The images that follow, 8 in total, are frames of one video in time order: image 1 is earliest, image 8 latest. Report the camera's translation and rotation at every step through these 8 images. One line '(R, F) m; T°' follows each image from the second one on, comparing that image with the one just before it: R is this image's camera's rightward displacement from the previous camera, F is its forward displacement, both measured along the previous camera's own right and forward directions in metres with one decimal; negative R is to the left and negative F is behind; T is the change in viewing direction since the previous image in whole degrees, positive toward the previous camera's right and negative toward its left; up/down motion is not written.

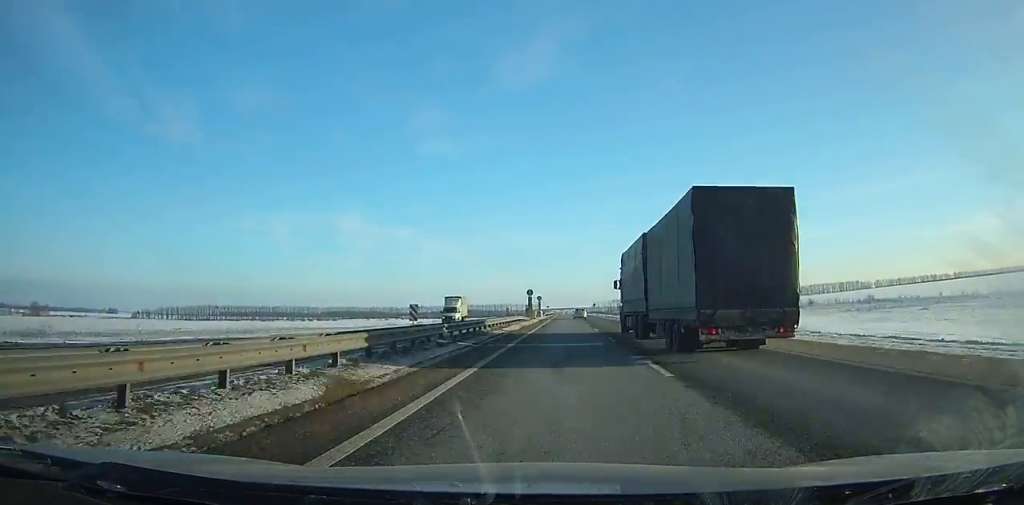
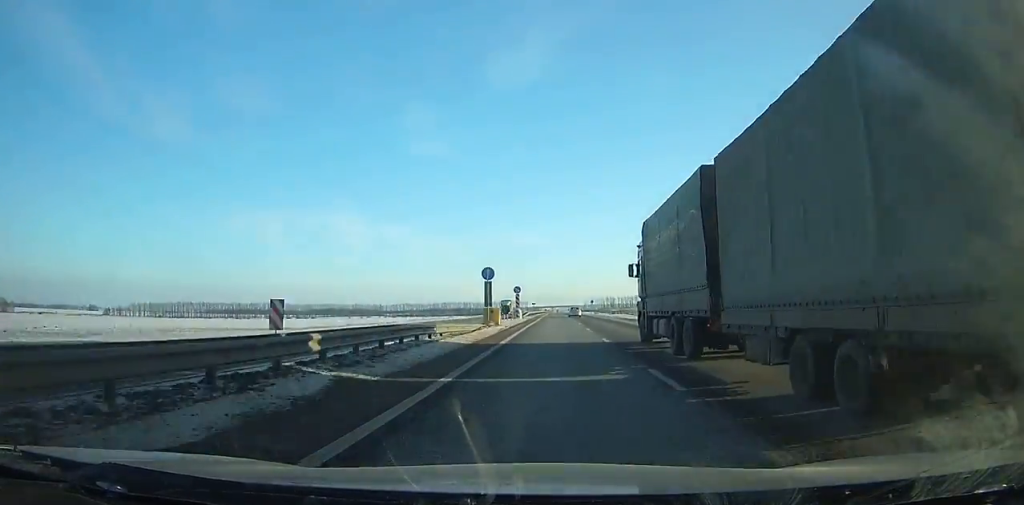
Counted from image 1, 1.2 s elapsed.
(0.0, +37.8) m; 0°
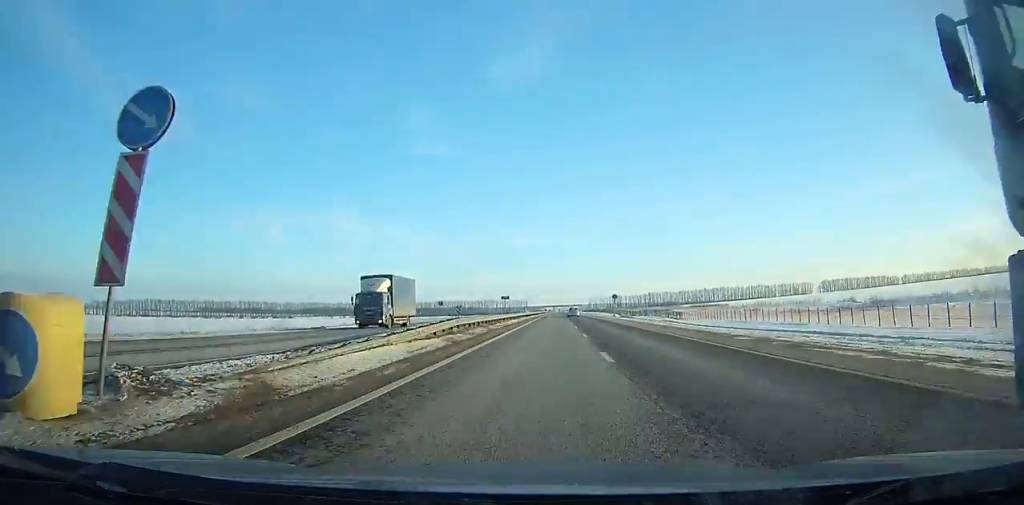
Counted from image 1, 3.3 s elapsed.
(+0.1, +66.5) m; 0°
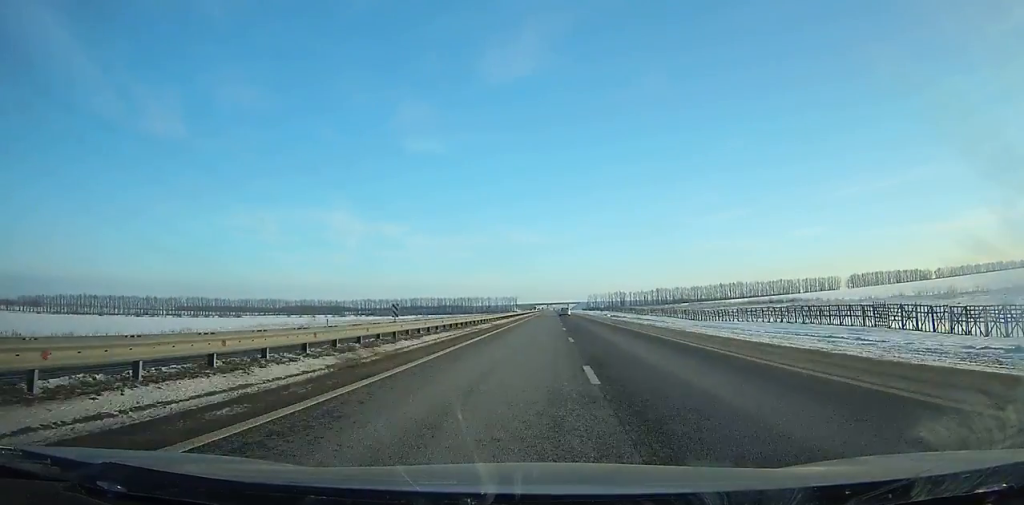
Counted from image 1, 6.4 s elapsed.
(+0.3, +99.5) m; 0°
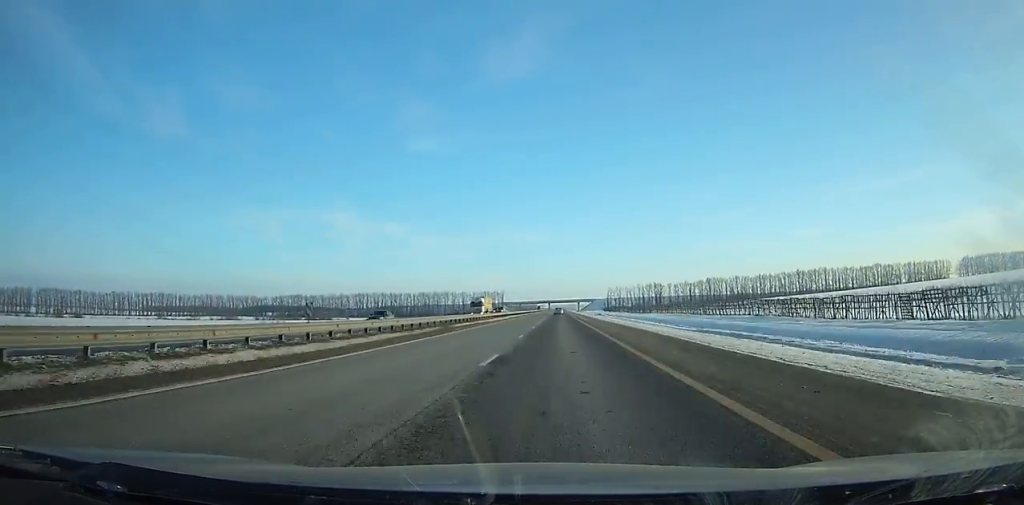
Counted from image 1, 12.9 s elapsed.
(0.0, +212.3) m; 0°
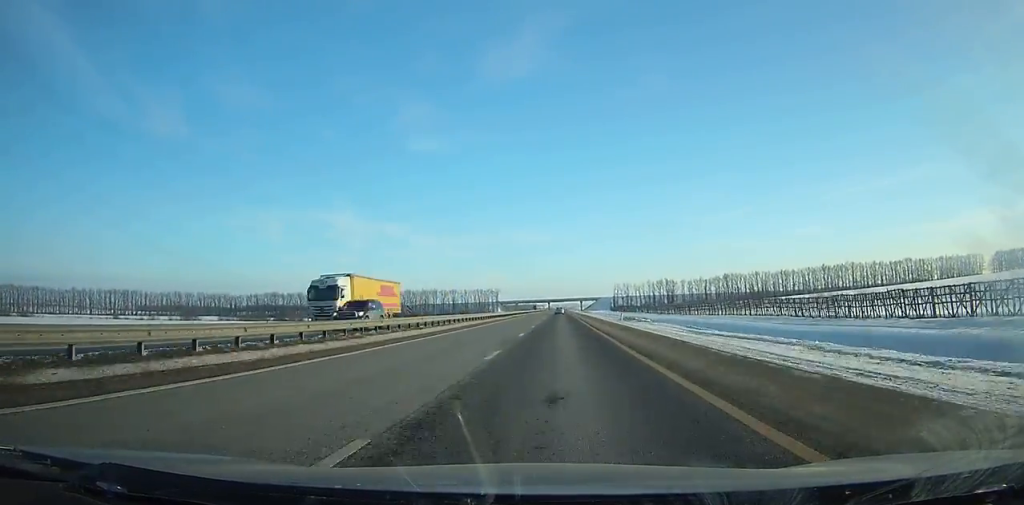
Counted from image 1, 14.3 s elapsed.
(-0.1, +46.2) m; 0°
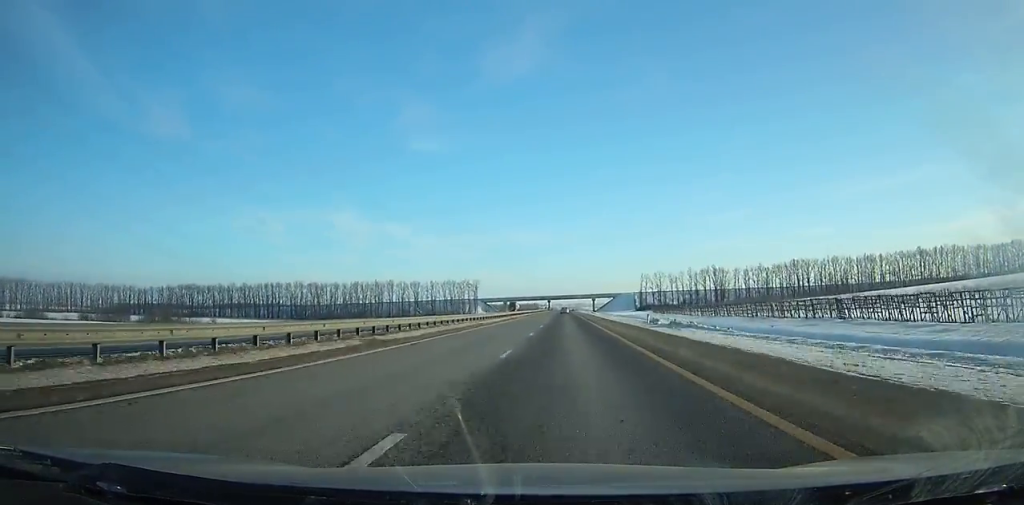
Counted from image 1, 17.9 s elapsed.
(-0.4, +119.3) m; 0°
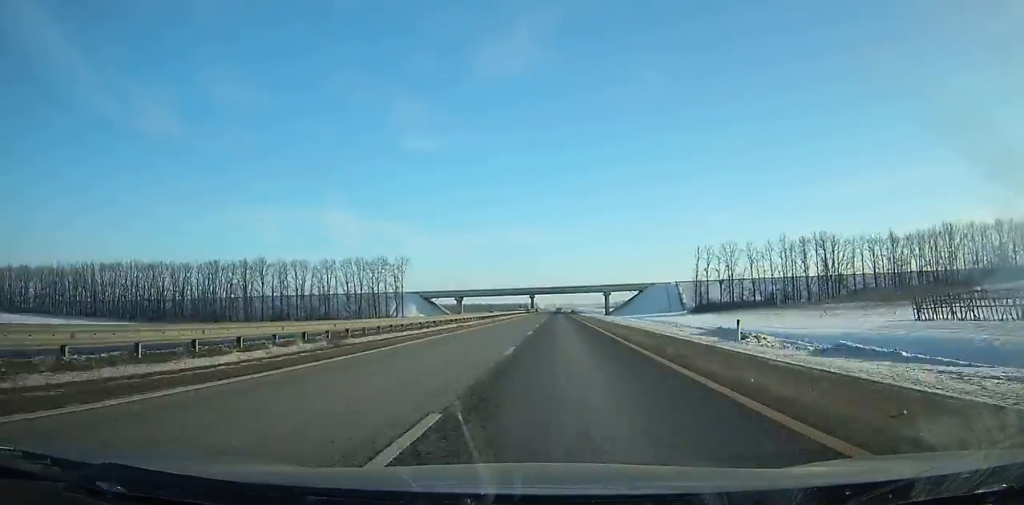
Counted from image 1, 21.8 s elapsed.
(+0.2, +130.1) m; 0°
